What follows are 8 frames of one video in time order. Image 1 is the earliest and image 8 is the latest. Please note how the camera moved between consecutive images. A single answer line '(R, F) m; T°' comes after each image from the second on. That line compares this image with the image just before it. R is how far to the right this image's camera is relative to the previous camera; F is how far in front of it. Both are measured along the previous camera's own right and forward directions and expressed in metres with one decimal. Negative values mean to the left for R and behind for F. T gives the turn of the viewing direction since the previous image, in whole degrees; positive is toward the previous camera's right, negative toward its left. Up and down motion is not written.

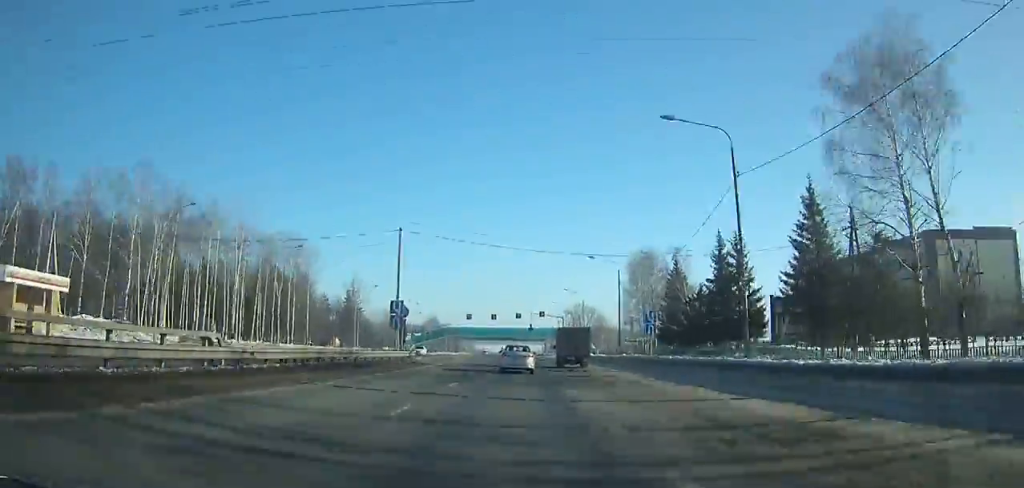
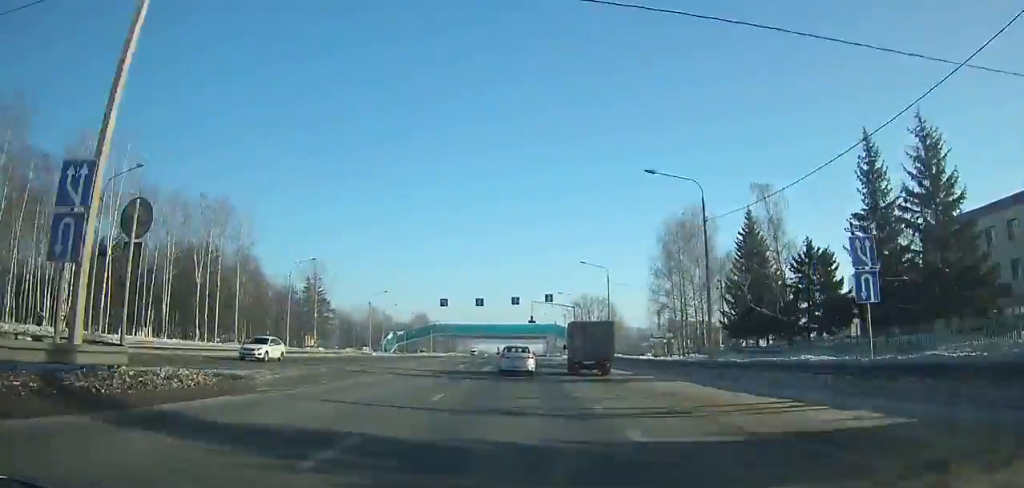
(-0.1, +28.6) m; 0°
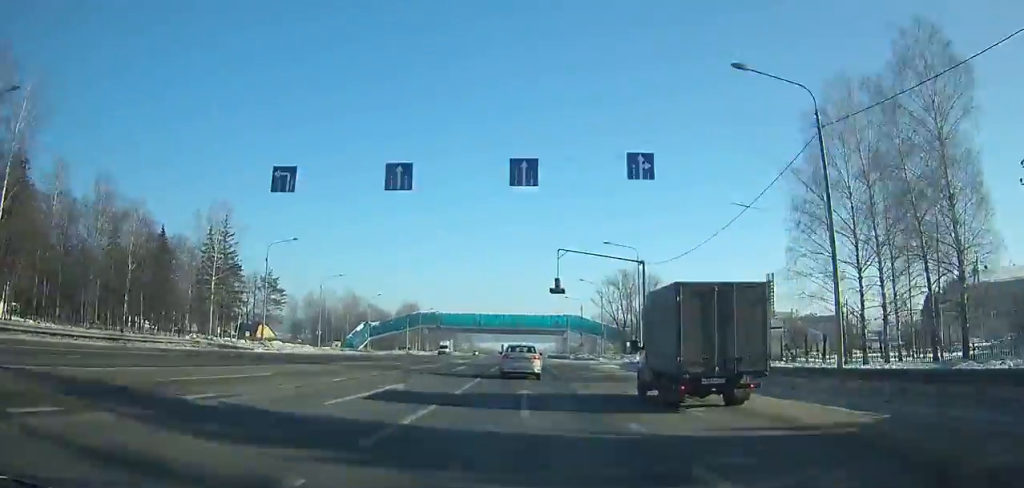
(-0.2, +46.2) m; 0°
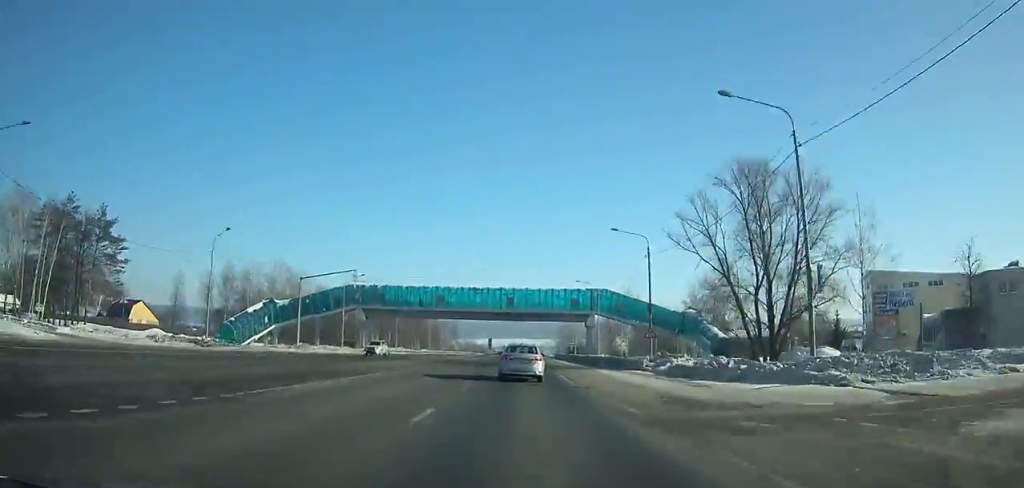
(+0.1, +61.0) m; 0°
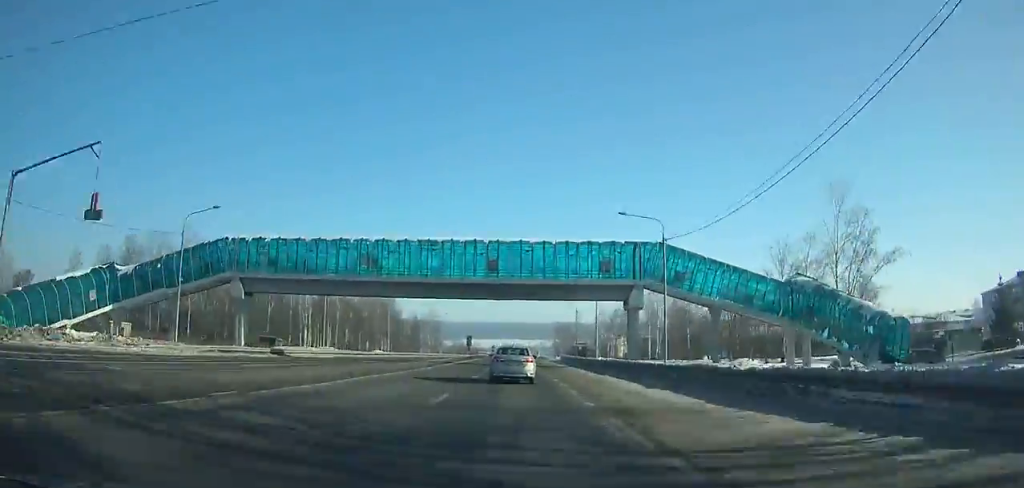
(+0.2, +41.3) m; 0°
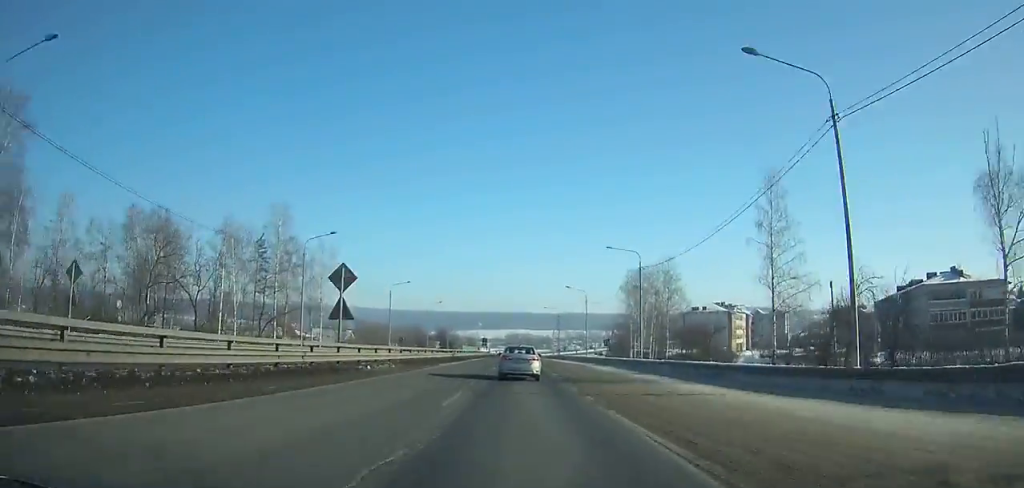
(-0.5, +180.4) m; 0°
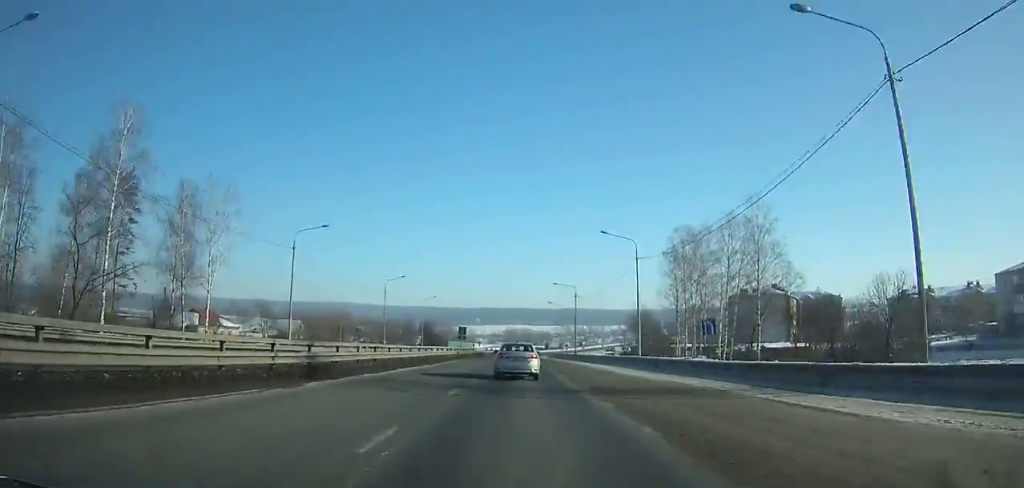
(+0.1, +39.4) m; 0°
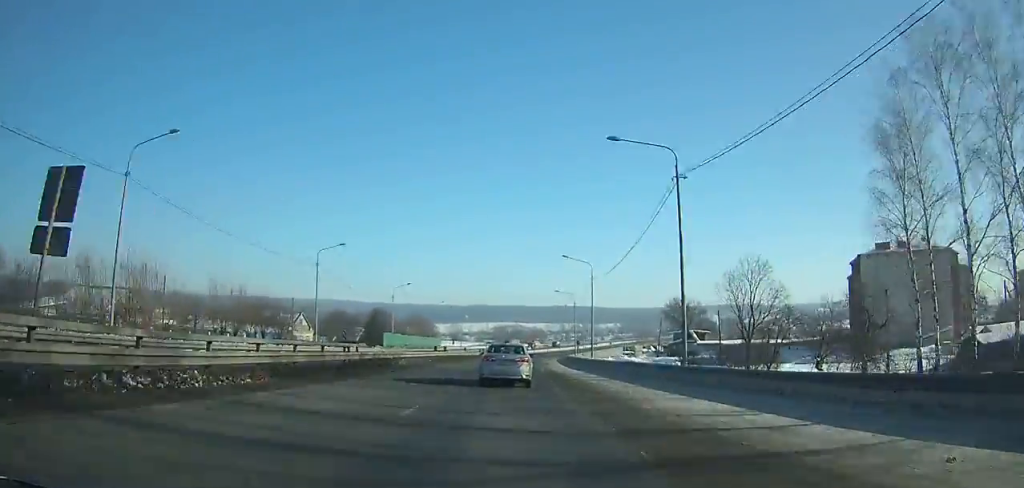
(+0.5, +58.0) m; +1°
